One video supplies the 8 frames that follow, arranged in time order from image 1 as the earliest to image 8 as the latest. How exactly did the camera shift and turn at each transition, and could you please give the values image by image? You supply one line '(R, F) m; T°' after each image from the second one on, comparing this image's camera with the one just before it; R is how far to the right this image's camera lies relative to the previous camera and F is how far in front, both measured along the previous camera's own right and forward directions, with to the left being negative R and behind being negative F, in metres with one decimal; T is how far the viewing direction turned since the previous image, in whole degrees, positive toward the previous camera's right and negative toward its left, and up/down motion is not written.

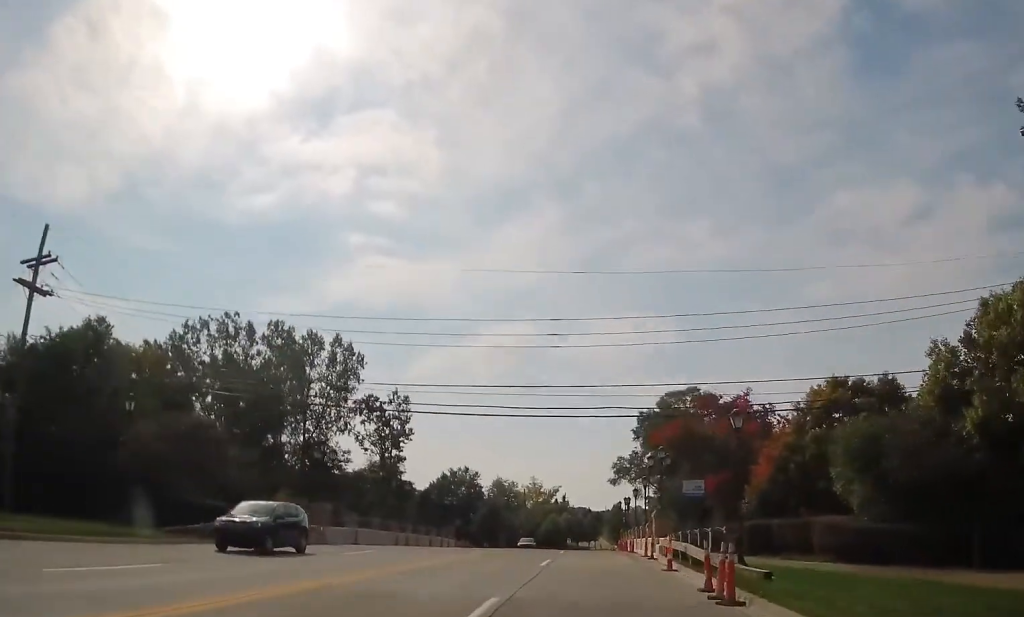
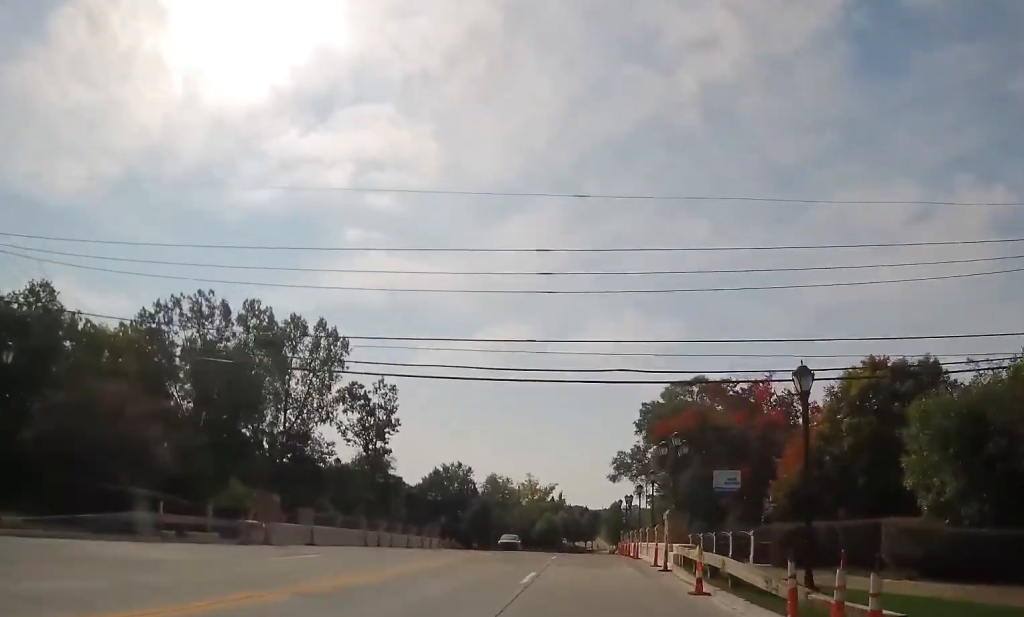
(0.0, +6.2) m; 0°
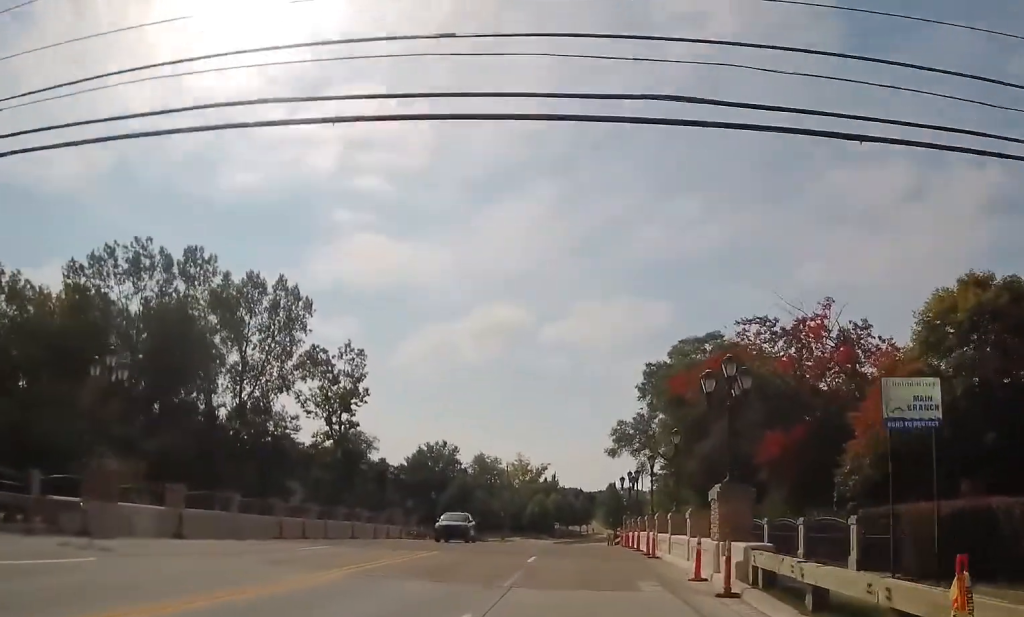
(0.0, +11.2) m; 0°
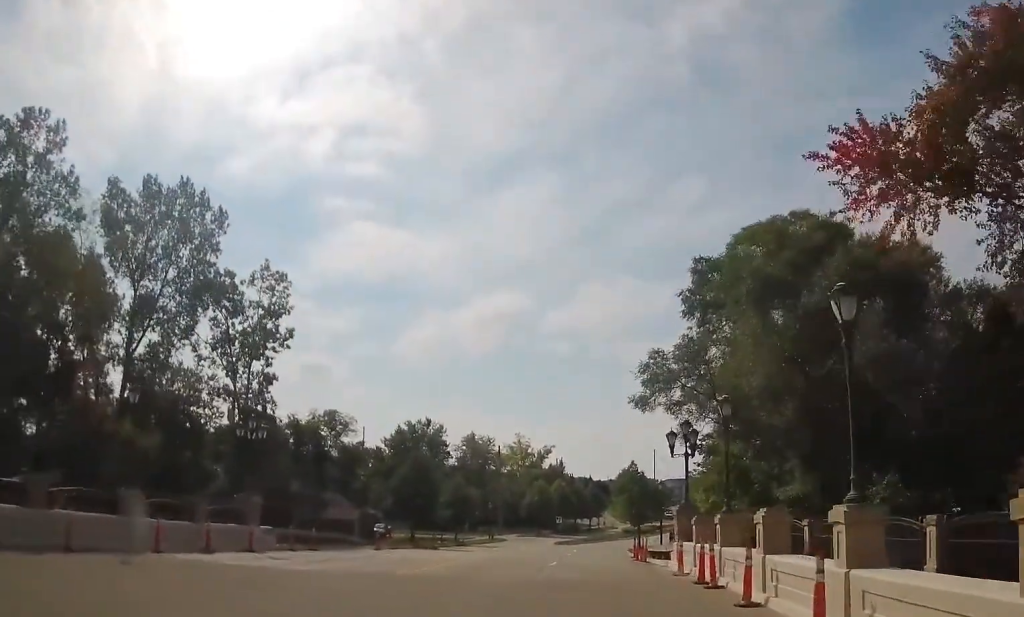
(0.0, +24.3) m; -1°
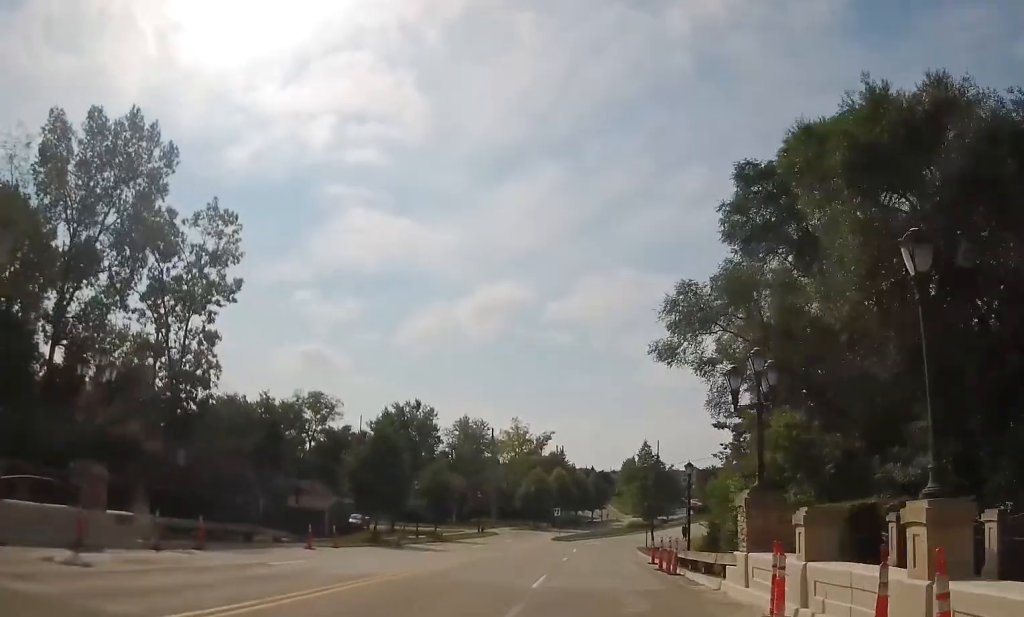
(-0.1, +10.4) m; -1°
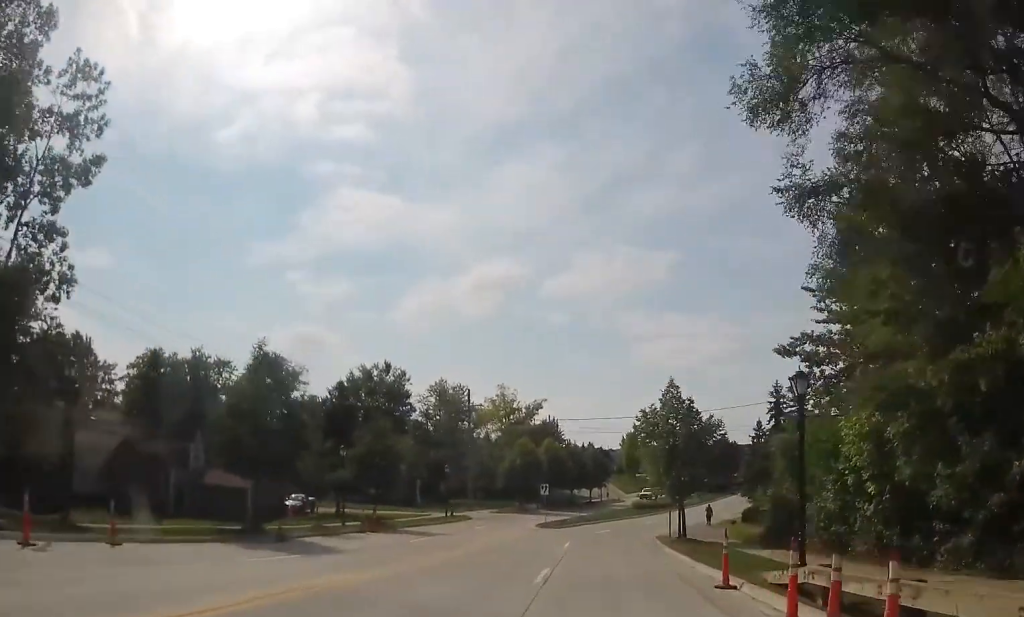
(+0.1, +17.2) m; +3°
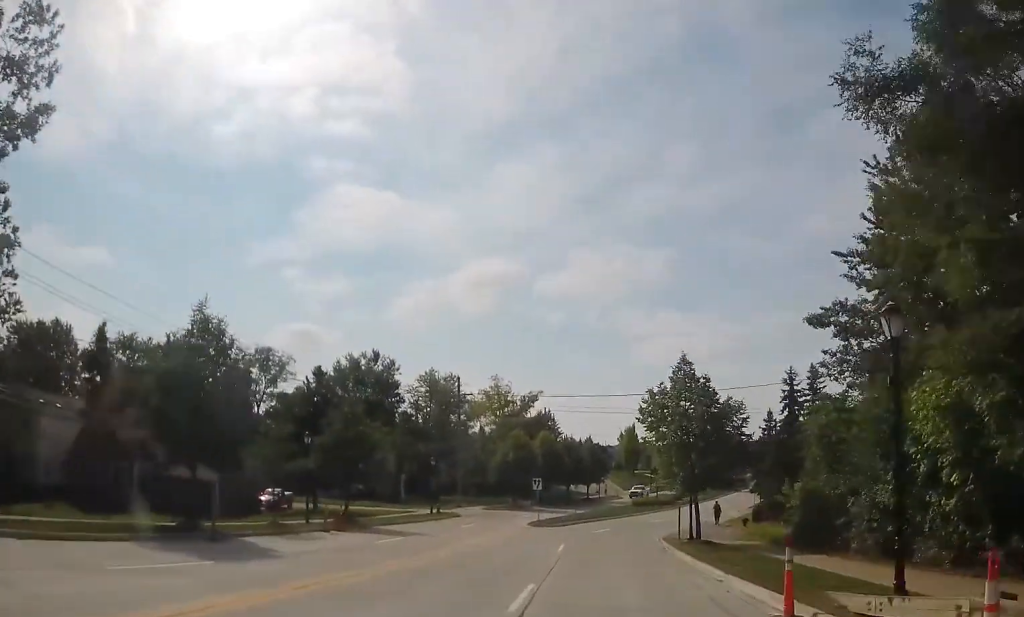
(+0.1, +5.0) m; +1°
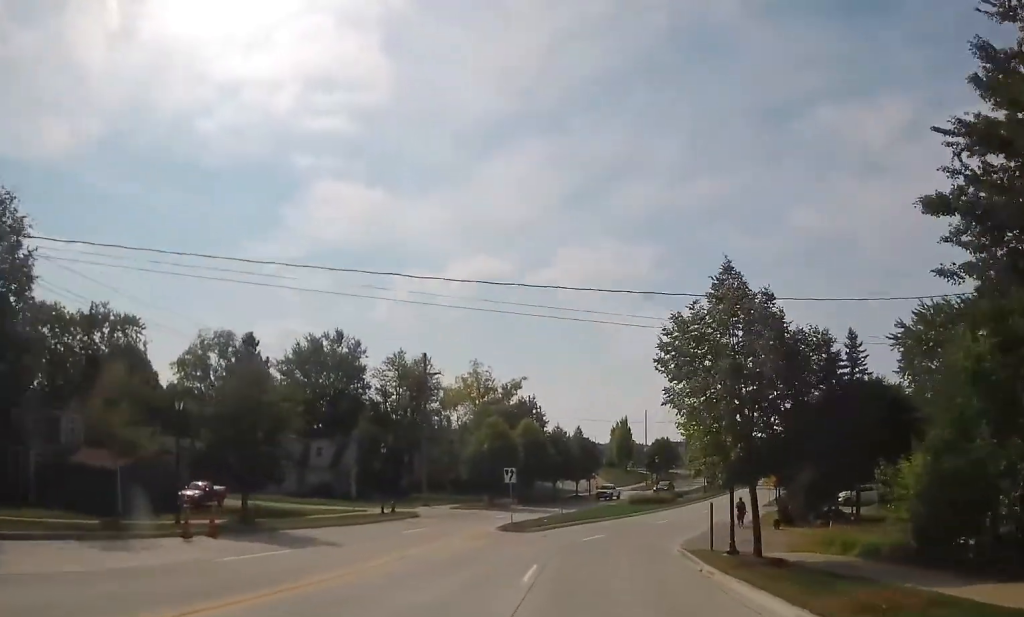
(+0.3, +11.3) m; +1°
